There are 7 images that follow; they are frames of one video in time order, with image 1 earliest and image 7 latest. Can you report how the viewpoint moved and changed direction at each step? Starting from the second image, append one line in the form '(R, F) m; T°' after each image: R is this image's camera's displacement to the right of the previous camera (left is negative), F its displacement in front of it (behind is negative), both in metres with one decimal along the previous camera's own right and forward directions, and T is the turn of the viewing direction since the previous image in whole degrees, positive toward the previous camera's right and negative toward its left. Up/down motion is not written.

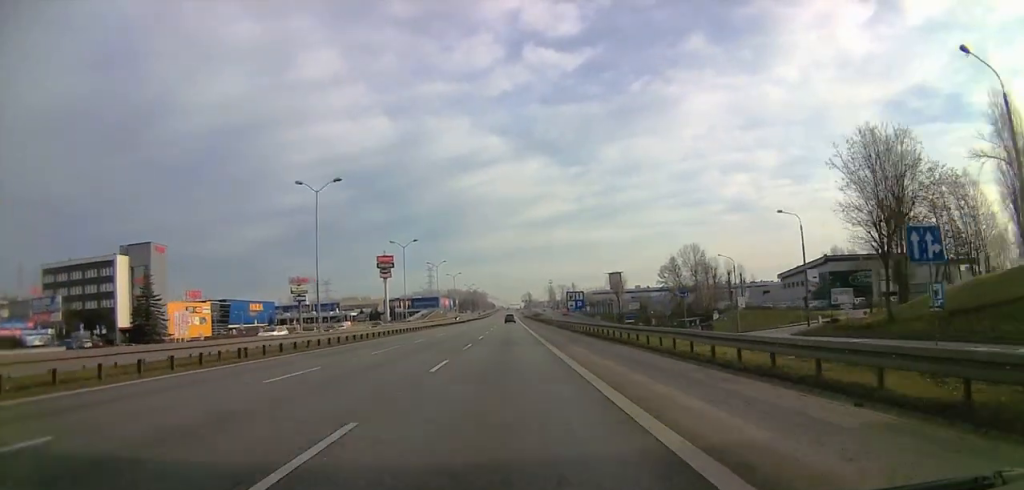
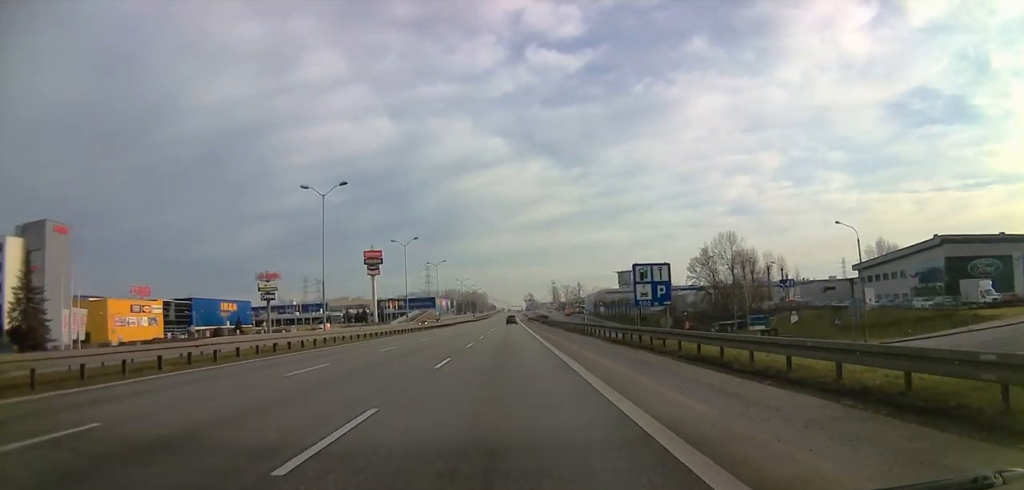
(+0.7, +35.2) m; +1°
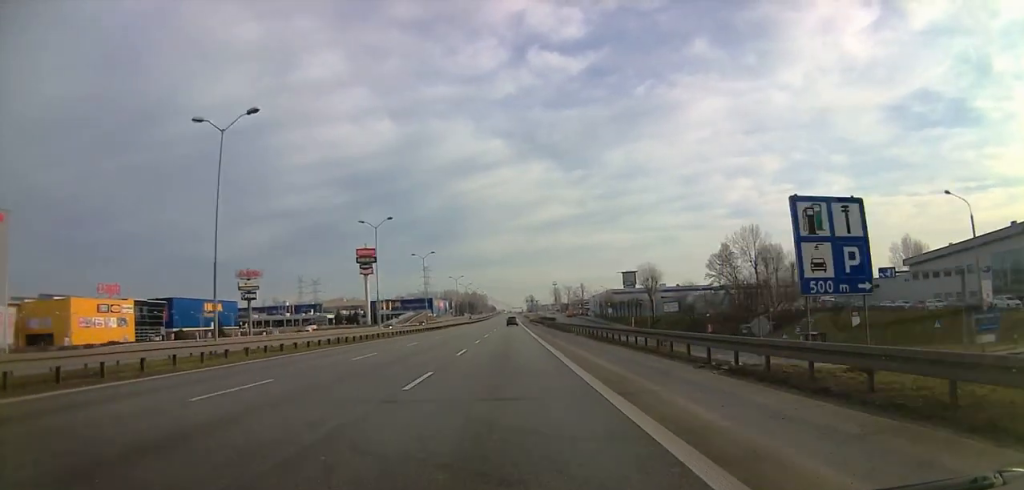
(0.0, +17.3) m; 0°
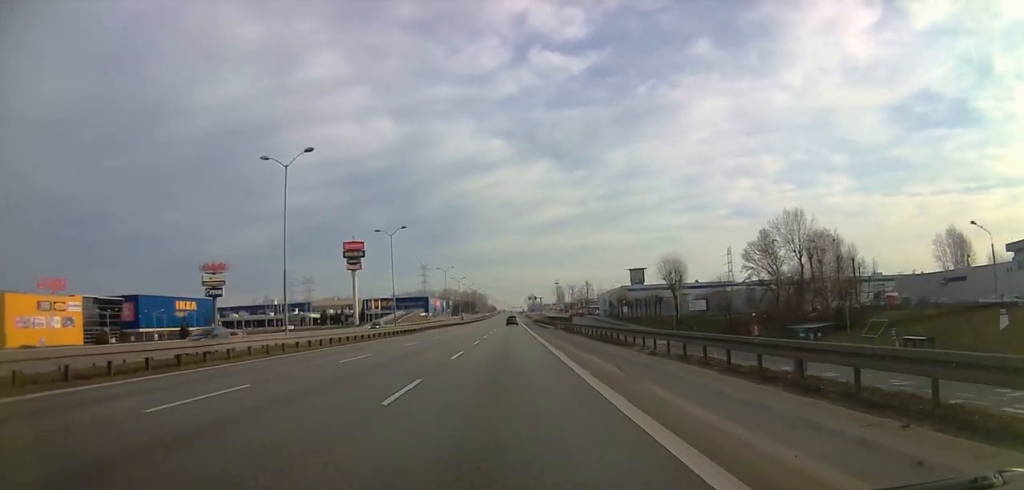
(-0.2, +25.8) m; -1°
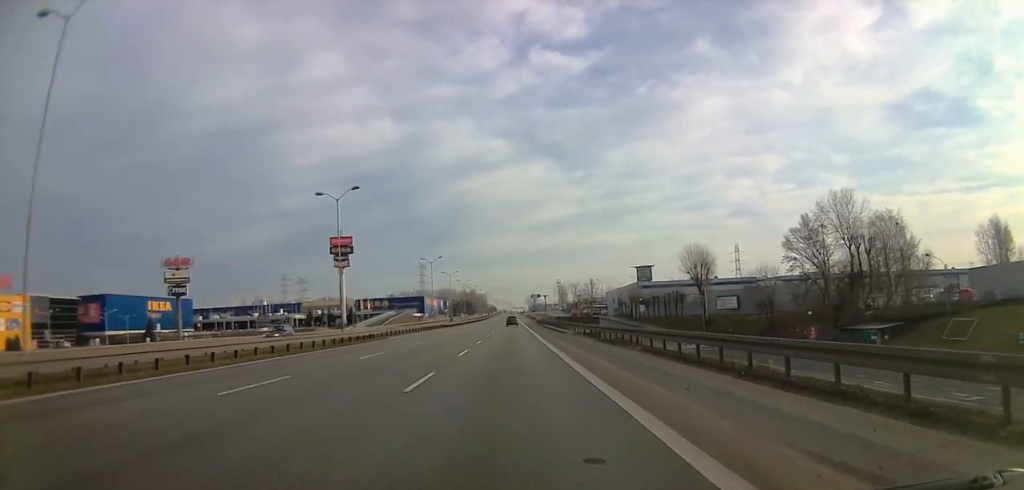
(0.0, +21.5) m; 0°
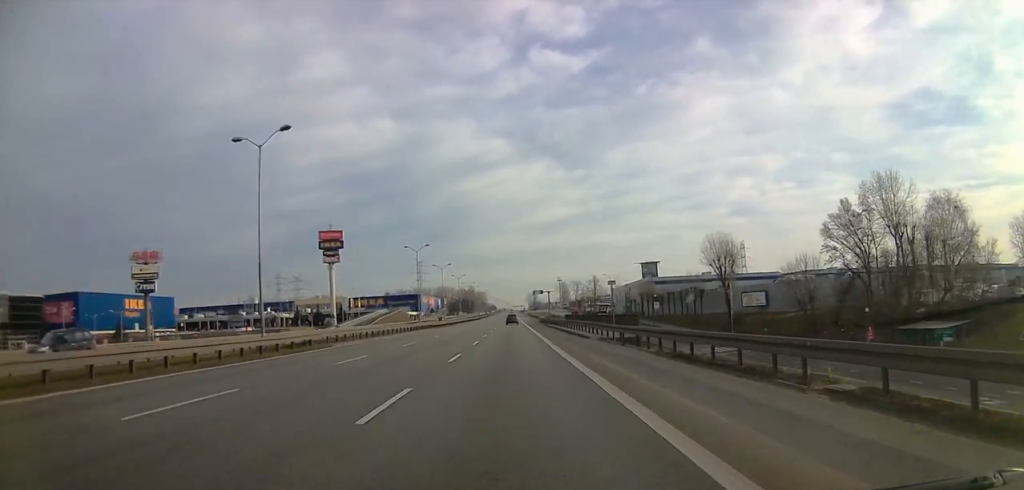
(+0.1, +15.5) m; 0°
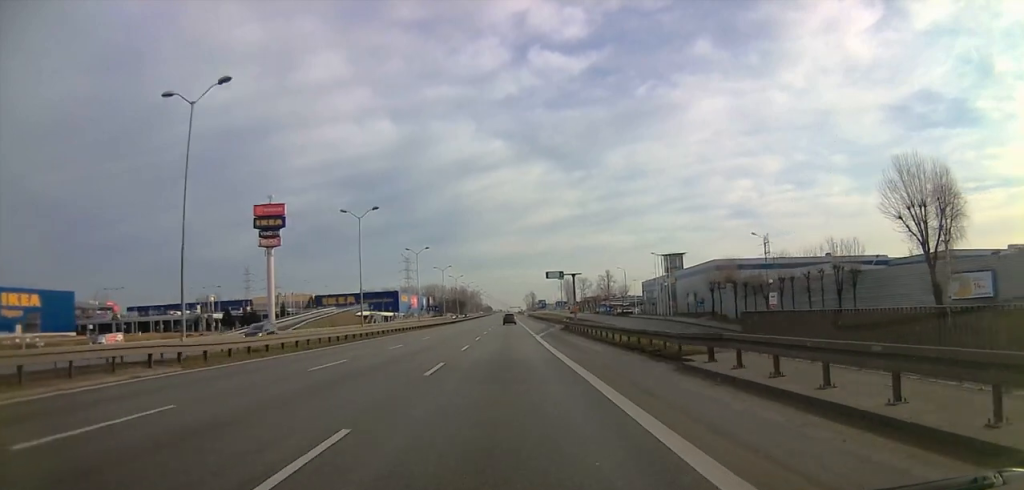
(-1.4, +63.5) m; -1°
